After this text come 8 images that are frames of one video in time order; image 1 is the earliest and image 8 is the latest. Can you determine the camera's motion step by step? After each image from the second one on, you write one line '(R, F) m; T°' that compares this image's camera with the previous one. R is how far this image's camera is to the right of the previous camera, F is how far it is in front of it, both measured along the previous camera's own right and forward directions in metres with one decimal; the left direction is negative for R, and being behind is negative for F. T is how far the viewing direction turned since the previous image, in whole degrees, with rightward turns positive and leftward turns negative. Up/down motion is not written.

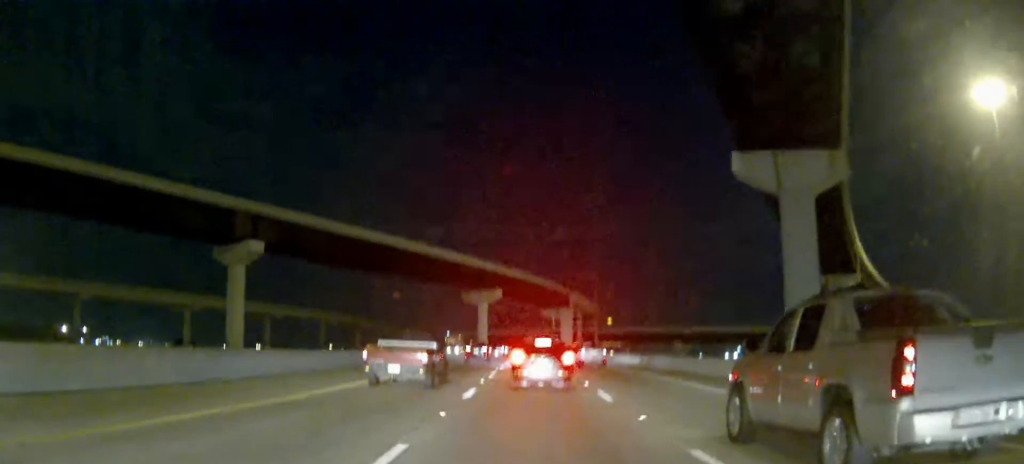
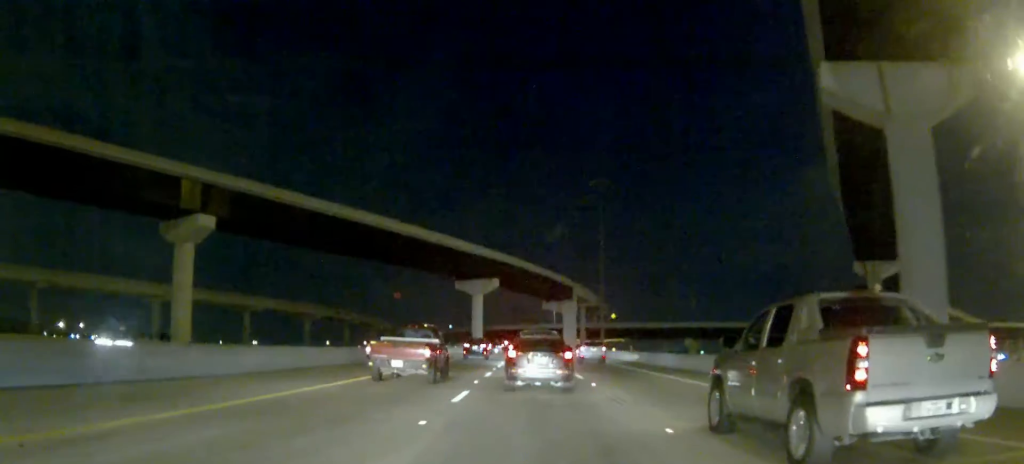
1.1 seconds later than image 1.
(+0.1, +14.9) m; 0°
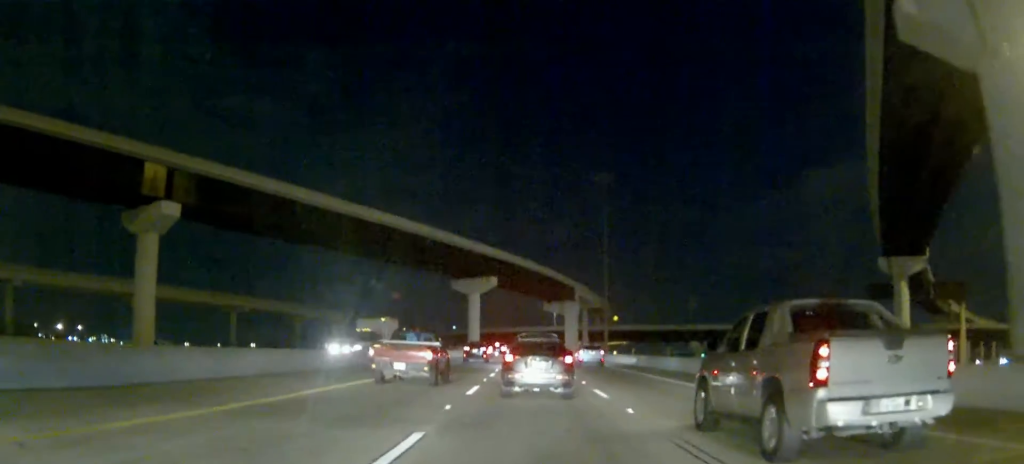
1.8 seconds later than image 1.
(0.0, +8.1) m; 0°
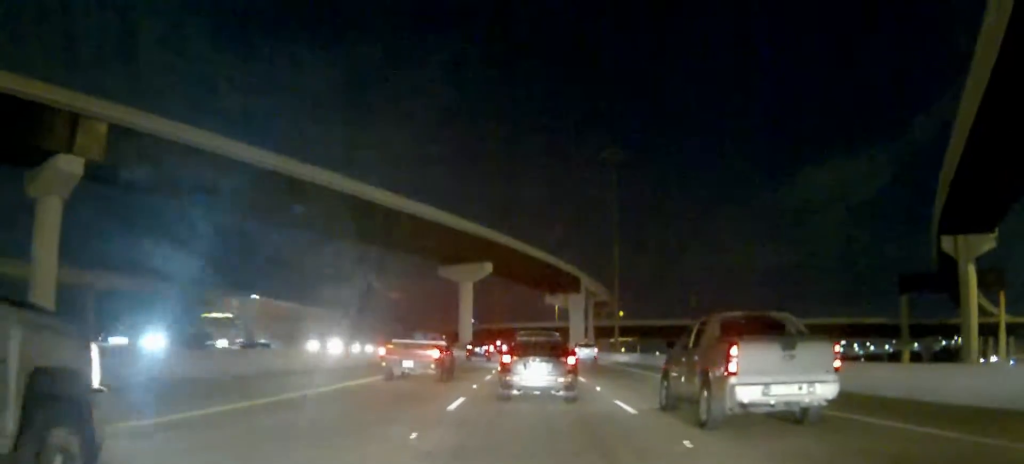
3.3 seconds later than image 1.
(-0.1, +17.2) m; -1°
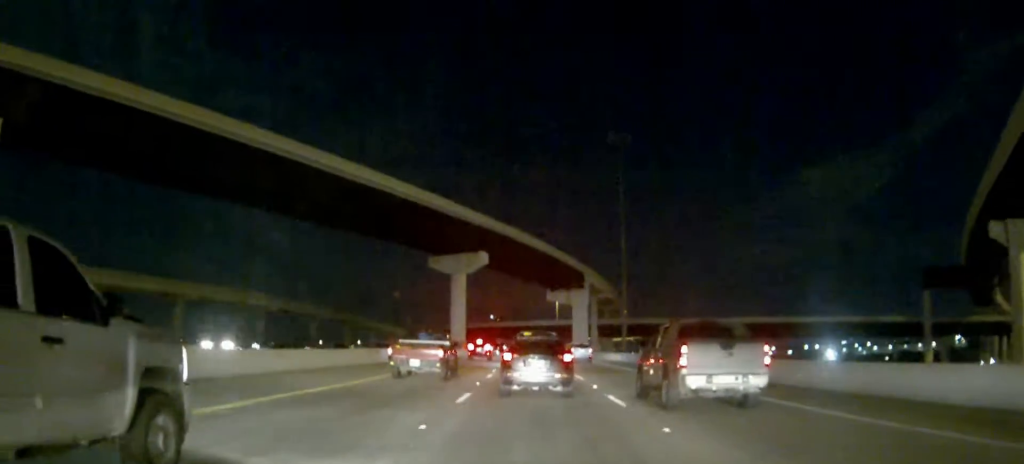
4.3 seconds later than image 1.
(-0.1, +11.0) m; -1°
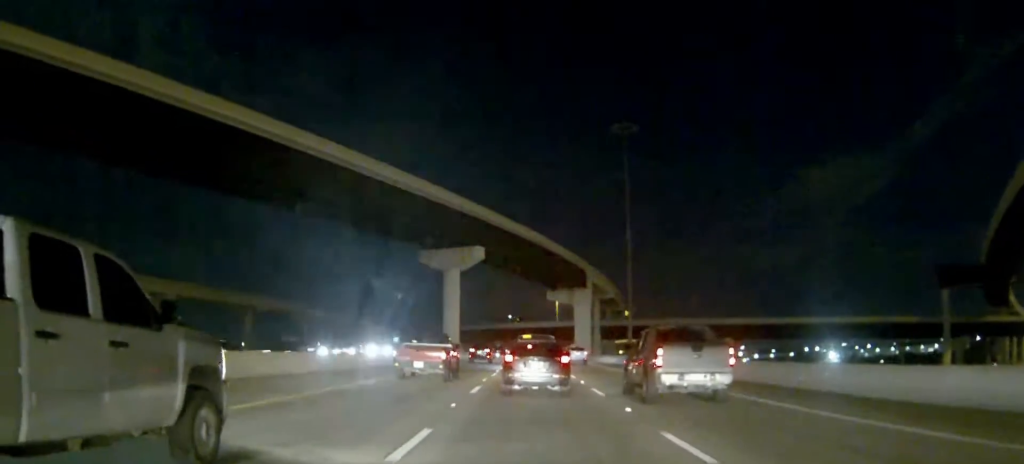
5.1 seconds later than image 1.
(0.0, +7.6) m; 0°
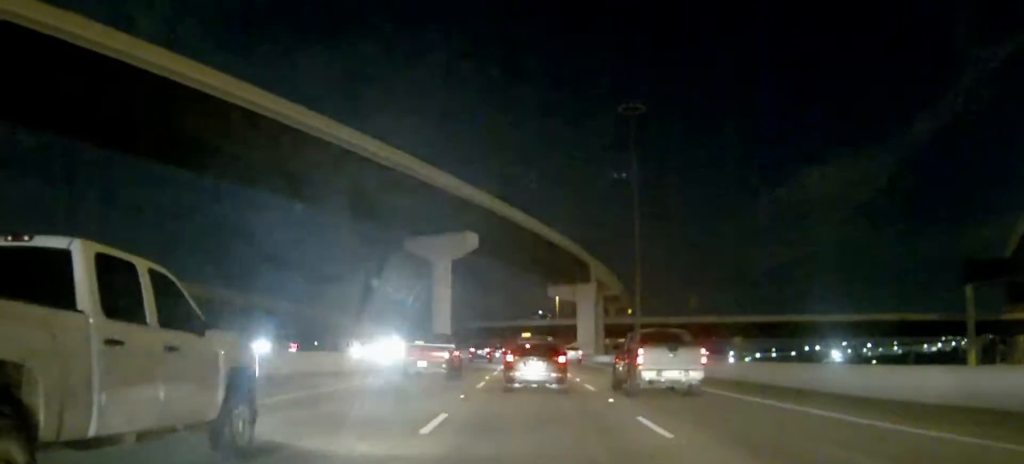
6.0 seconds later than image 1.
(0.0, +9.5) m; +1°
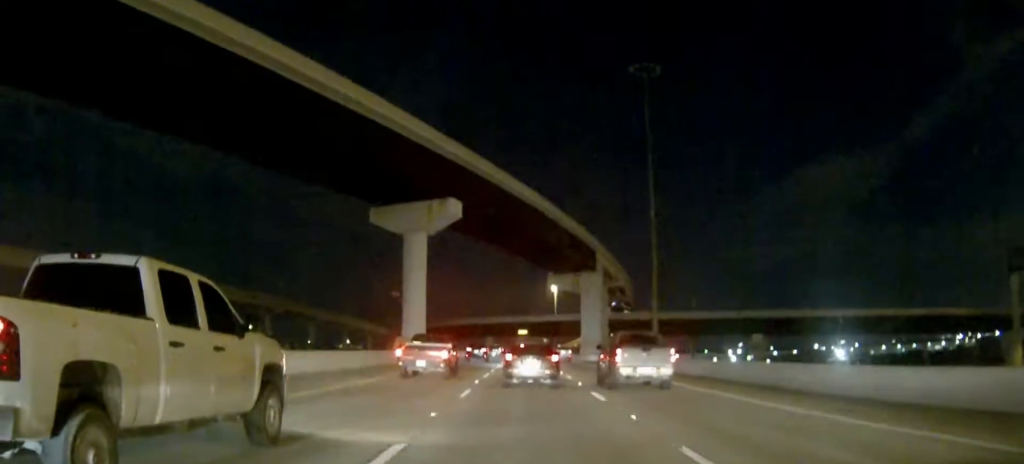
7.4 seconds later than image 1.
(+0.3, +16.1) m; +1°
